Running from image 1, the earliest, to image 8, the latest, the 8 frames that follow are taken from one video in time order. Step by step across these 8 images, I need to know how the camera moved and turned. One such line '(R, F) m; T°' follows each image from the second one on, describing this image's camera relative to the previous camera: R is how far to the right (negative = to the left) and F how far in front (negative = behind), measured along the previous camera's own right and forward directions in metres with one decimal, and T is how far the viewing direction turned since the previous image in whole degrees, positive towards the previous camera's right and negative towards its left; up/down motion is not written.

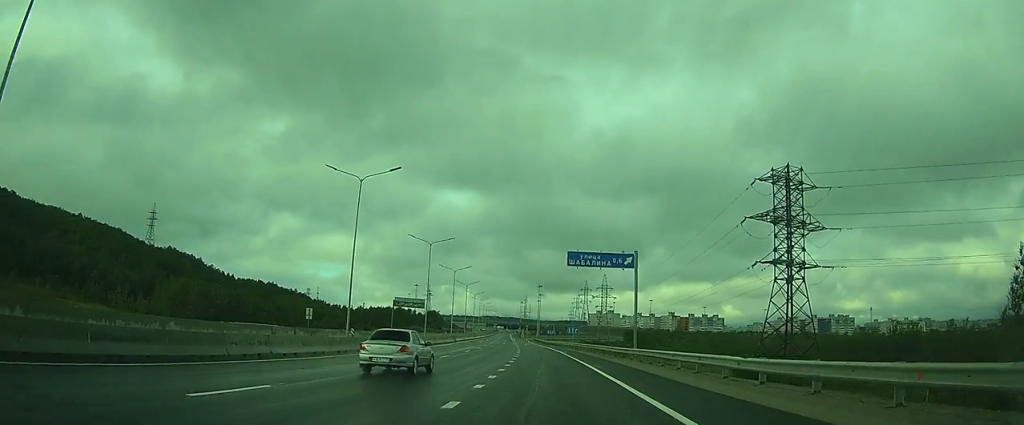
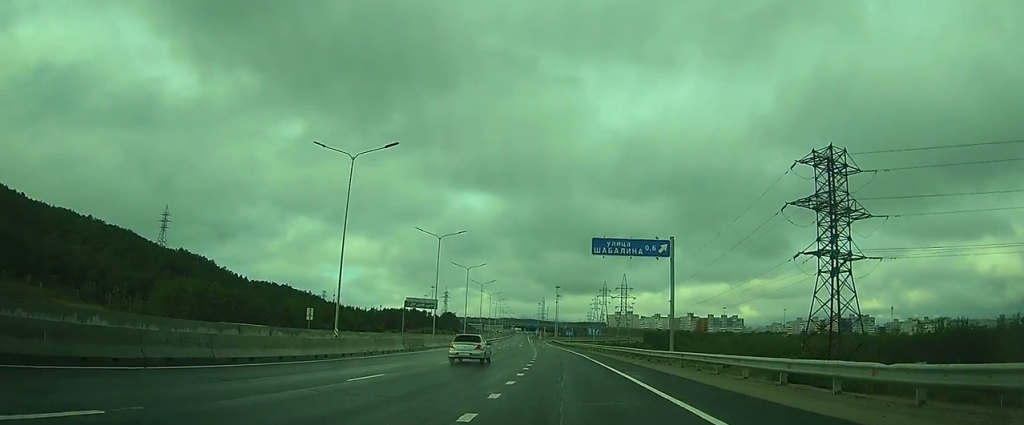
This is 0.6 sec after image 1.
(-0.1, +6.0) m; -1°
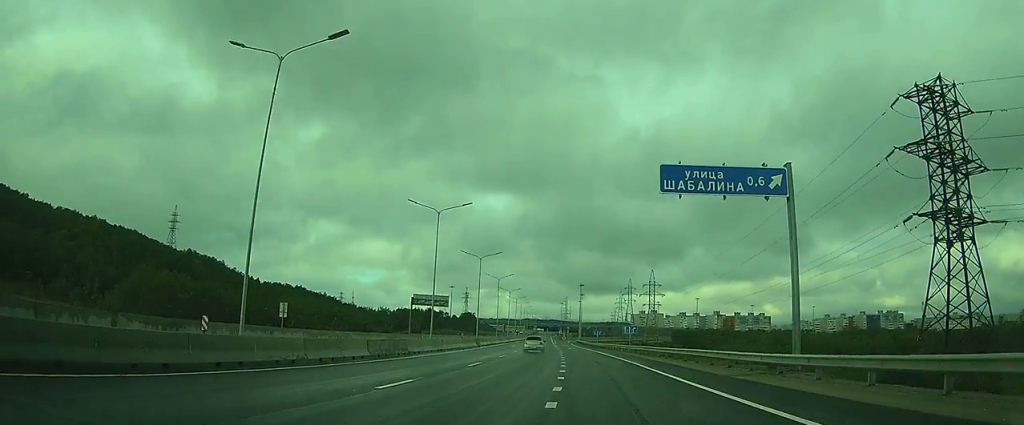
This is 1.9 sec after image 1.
(-0.3, +12.8) m; -3°
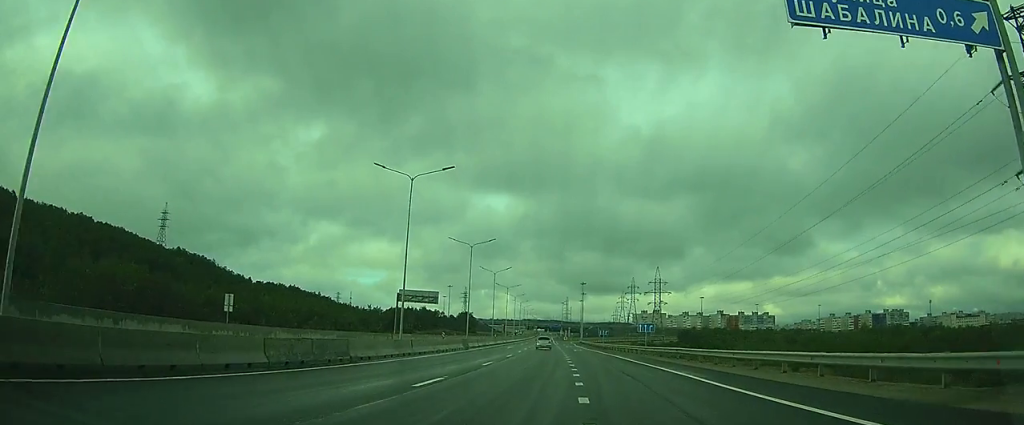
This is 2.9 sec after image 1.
(-0.1, +10.2) m; -1°
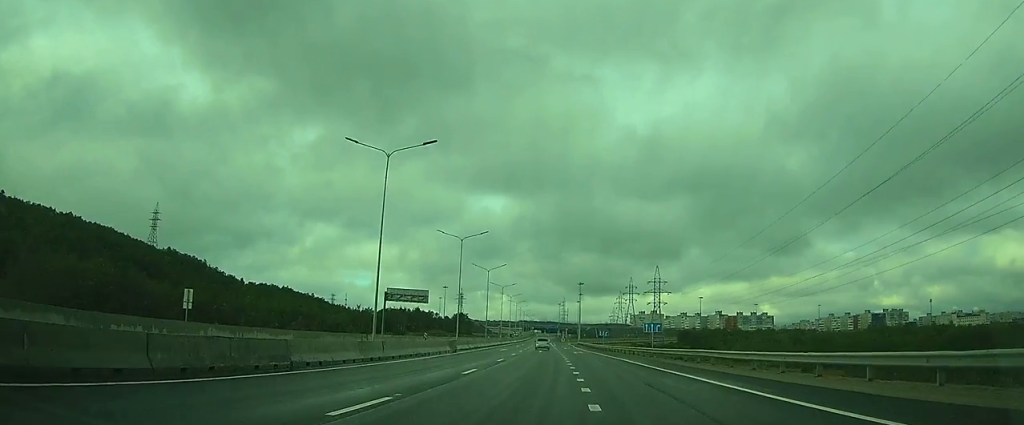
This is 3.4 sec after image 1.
(0.0, +5.8) m; 0°
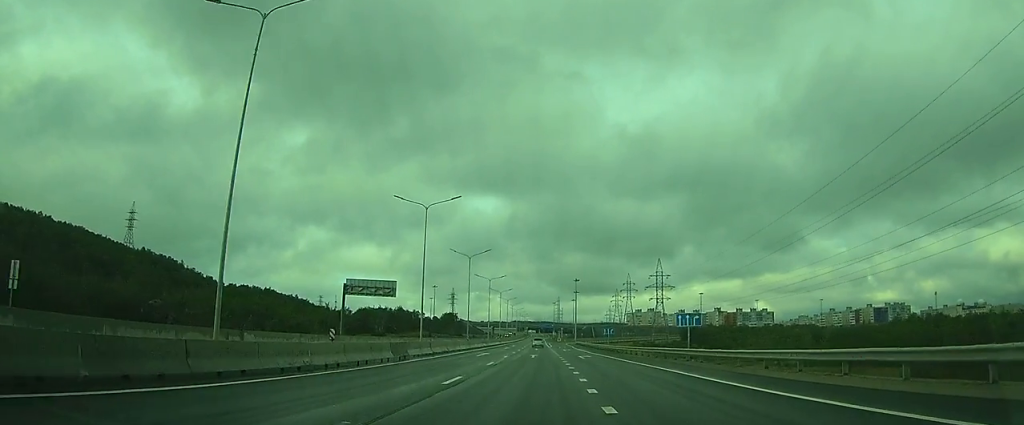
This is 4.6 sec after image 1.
(-0.1, +18.4) m; 0°
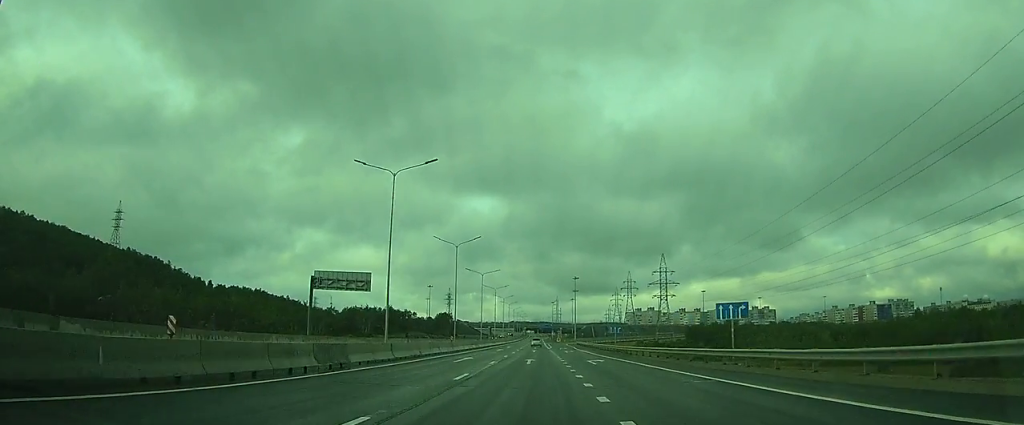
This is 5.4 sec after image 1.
(0.0, +11.4) m; 0°
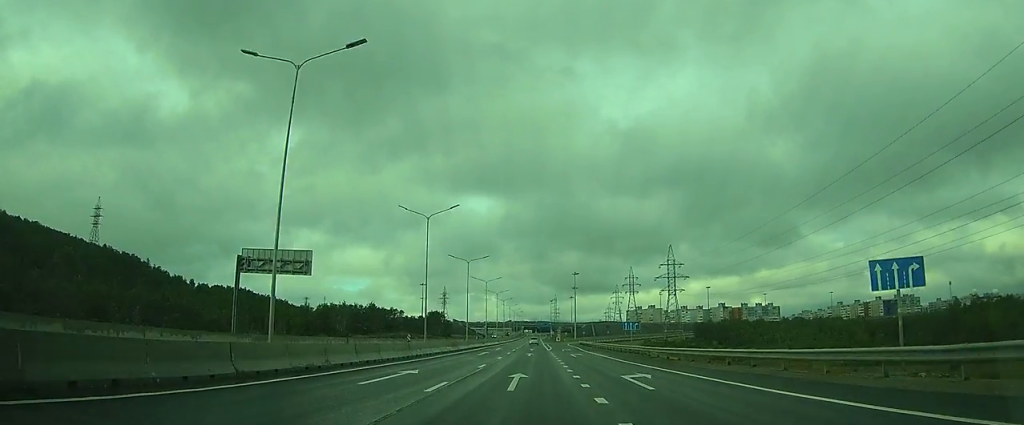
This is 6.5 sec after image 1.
(-0.1, +17.2) m; 0°
